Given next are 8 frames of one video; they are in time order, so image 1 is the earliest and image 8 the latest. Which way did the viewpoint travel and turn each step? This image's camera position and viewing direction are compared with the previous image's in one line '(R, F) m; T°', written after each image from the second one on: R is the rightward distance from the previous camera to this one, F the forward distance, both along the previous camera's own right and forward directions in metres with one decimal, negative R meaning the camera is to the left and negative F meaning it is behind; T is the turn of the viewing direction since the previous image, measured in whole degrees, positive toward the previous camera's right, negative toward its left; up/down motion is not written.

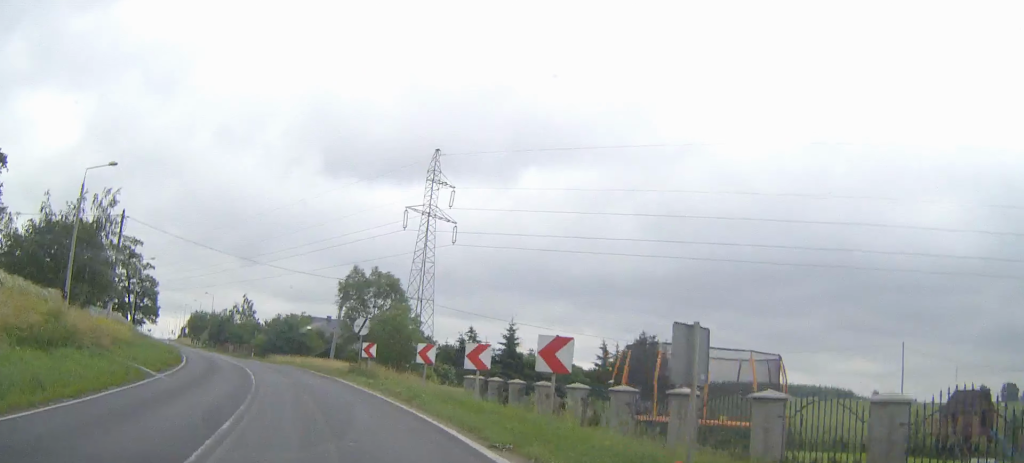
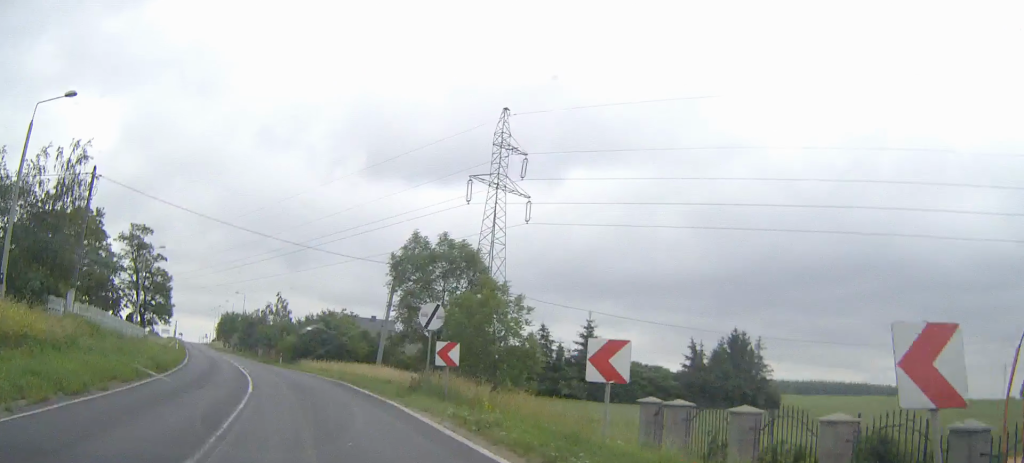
(-0.4, +12.9) m; -4°
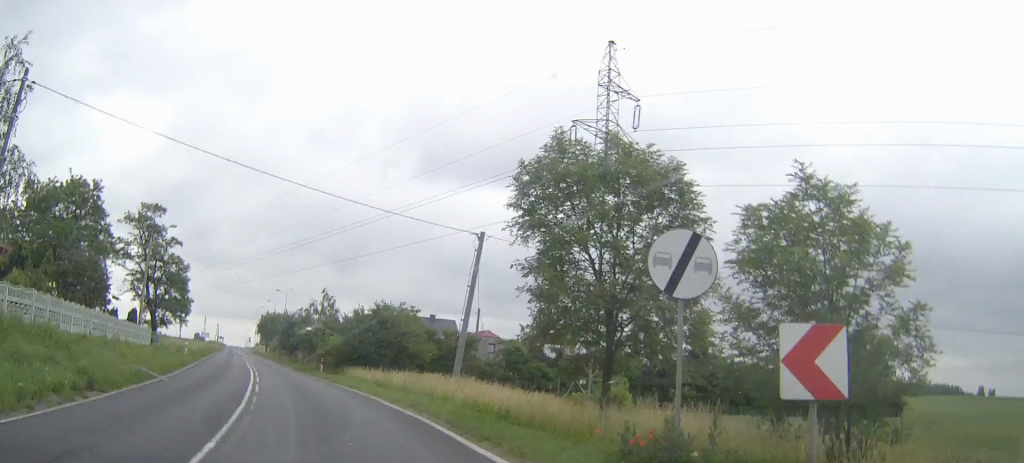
(-0.4, +13.1) m; -4°
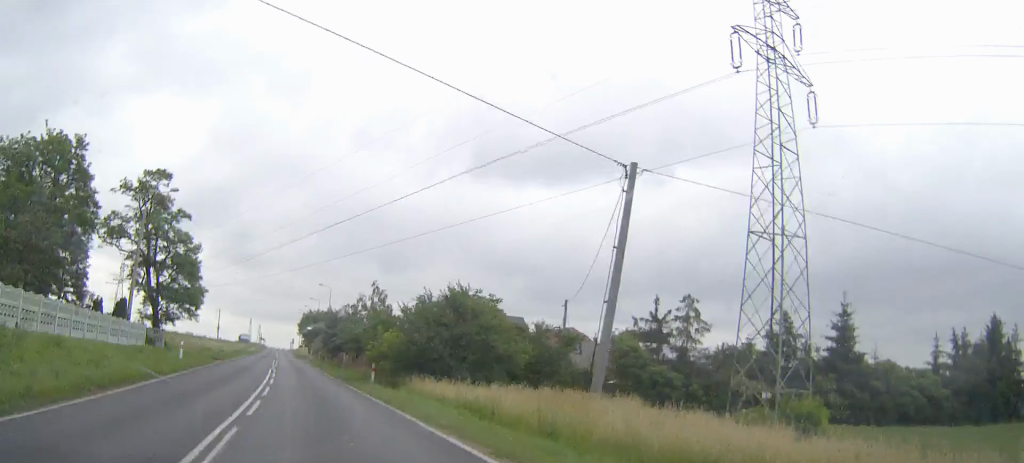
(-0.5, +13.5) m; -4°
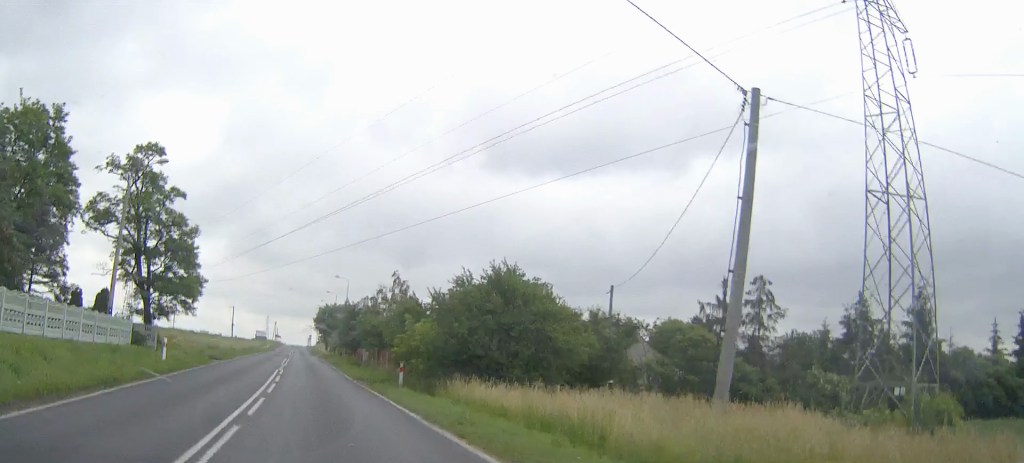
(0.0, +6.2) m; -2°
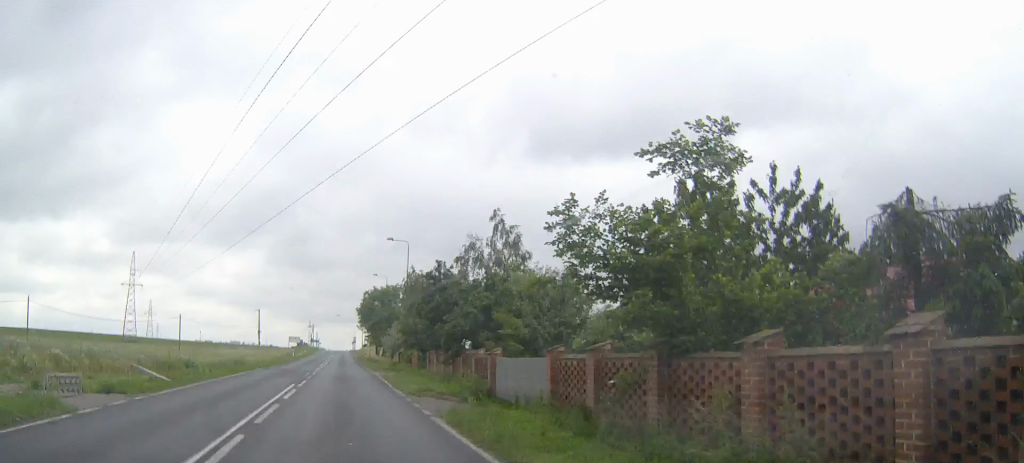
(-2.2, +35.8) m; -6°
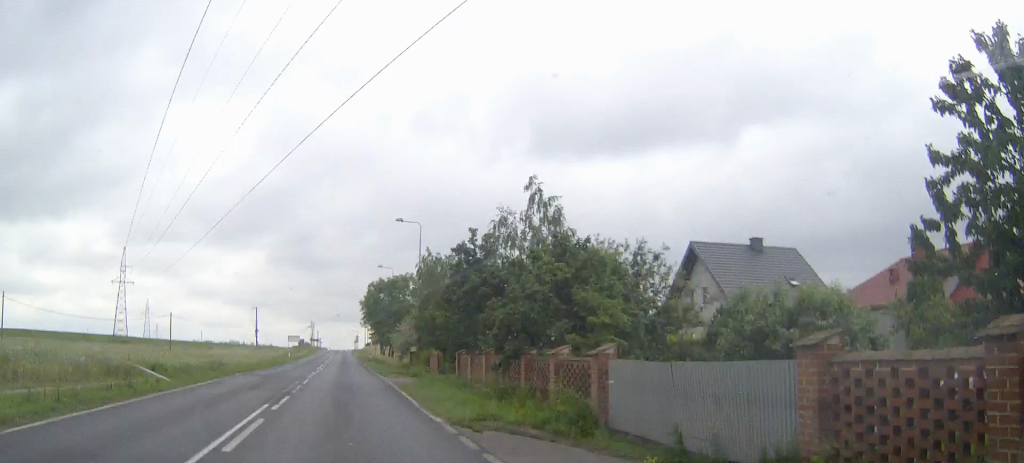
(-0.1, +8.8) m; 0°
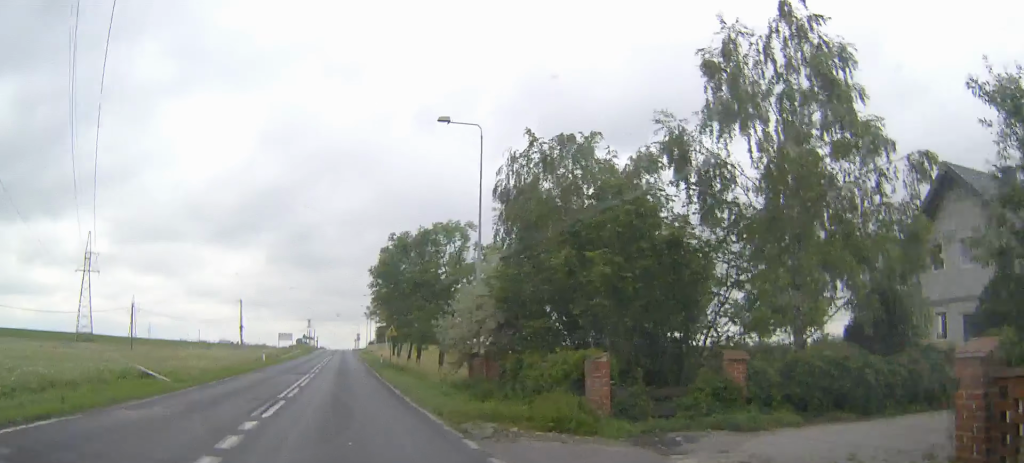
(-0.1, +24.5) m; 0°
